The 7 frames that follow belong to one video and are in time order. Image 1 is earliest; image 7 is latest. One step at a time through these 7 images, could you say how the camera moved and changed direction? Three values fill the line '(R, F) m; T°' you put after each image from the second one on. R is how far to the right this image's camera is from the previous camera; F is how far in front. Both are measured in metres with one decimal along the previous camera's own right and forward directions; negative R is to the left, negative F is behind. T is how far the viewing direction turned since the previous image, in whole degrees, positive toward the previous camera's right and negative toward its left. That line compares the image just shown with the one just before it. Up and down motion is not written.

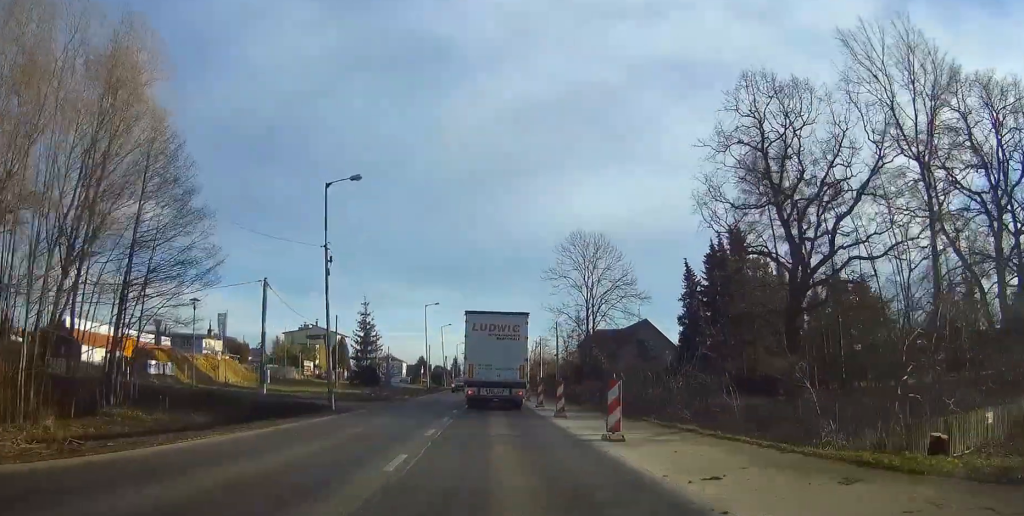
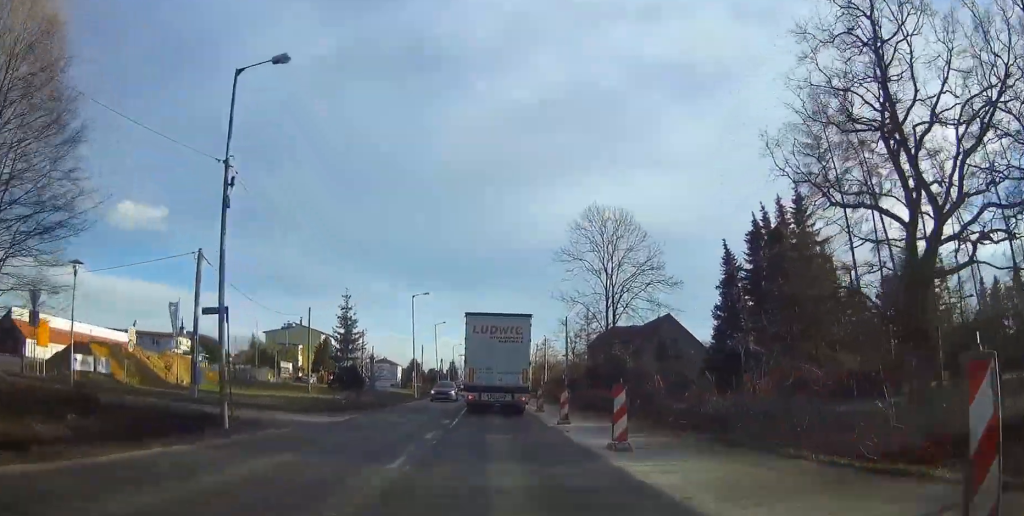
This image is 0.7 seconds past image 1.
(0.0, +11.6) m; 0°
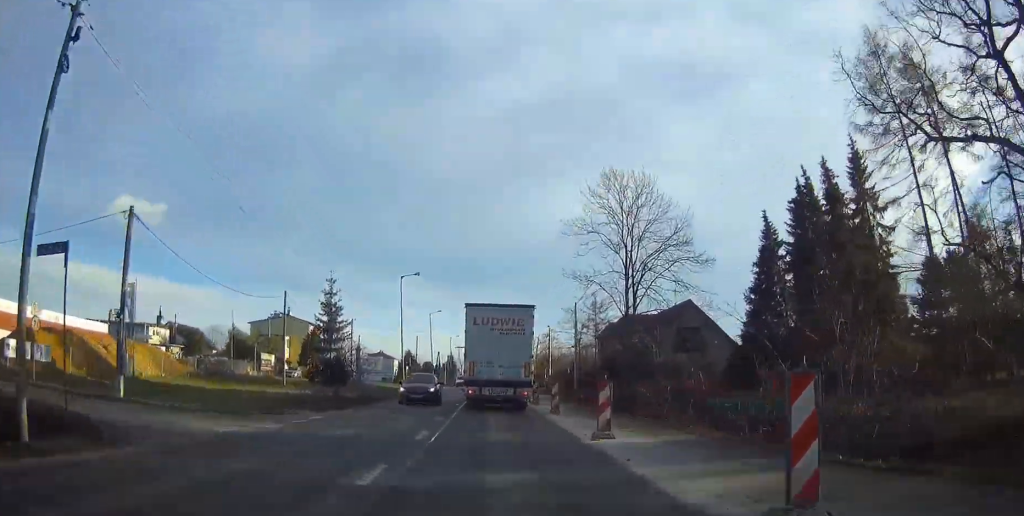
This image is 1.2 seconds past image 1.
(0.0, +8.0) m; 0°
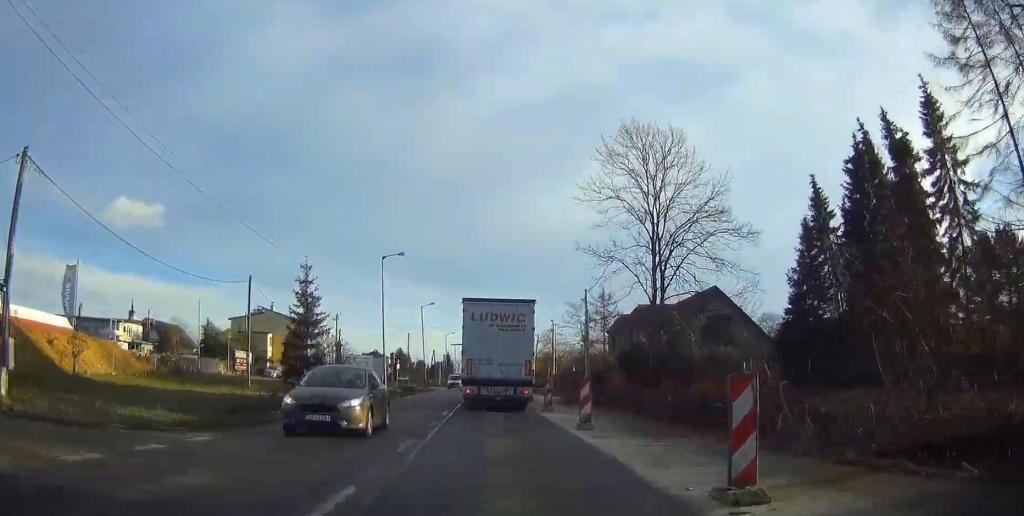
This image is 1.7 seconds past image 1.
(0.0, +8.5) m; 0°
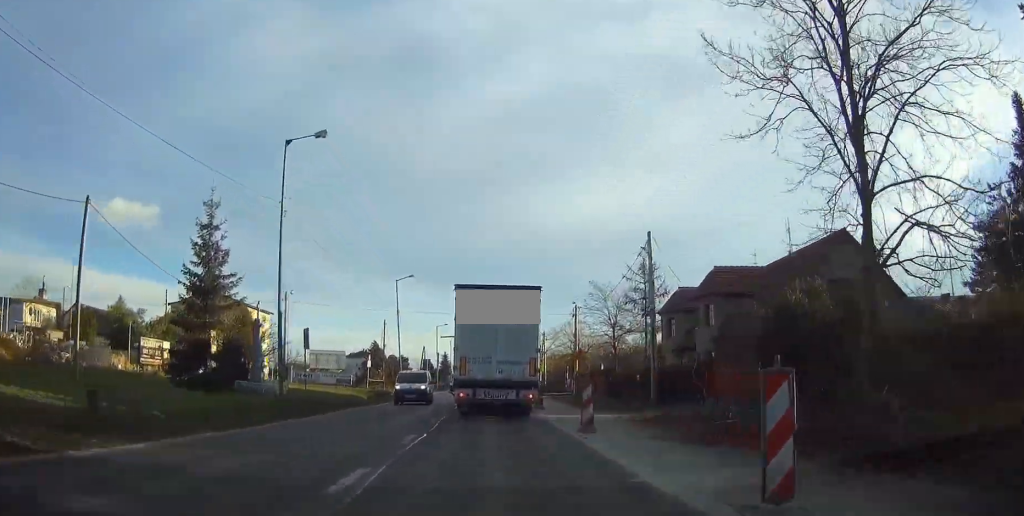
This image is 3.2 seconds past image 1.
(0.0, +22.0) m; +1°
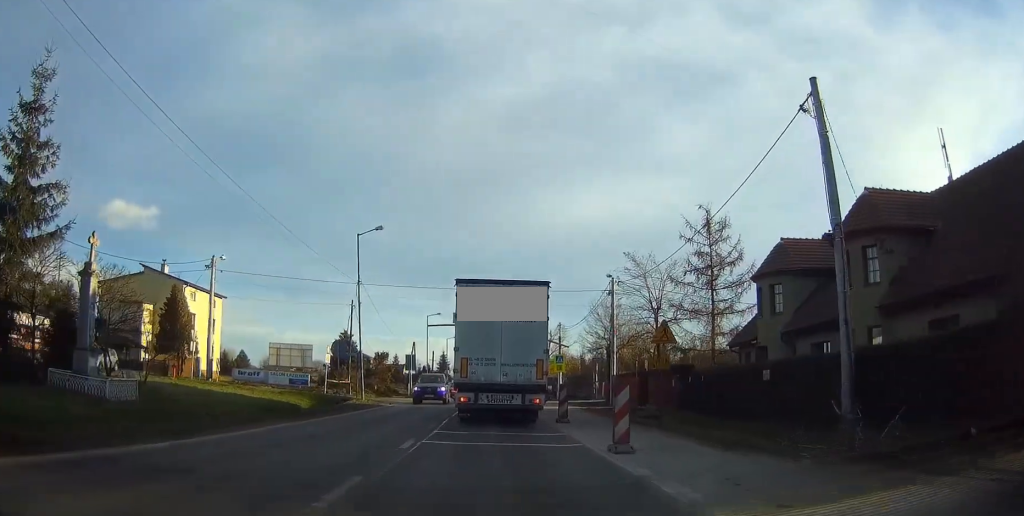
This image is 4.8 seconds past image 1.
(+0.2, +20.3) m; +1°
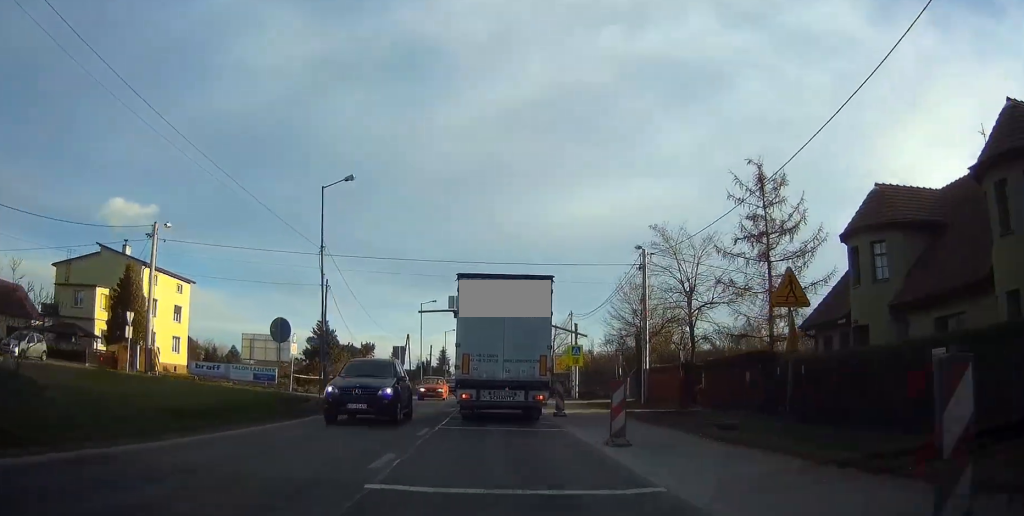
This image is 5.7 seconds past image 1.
(0.0, +9.8) m; -1°
